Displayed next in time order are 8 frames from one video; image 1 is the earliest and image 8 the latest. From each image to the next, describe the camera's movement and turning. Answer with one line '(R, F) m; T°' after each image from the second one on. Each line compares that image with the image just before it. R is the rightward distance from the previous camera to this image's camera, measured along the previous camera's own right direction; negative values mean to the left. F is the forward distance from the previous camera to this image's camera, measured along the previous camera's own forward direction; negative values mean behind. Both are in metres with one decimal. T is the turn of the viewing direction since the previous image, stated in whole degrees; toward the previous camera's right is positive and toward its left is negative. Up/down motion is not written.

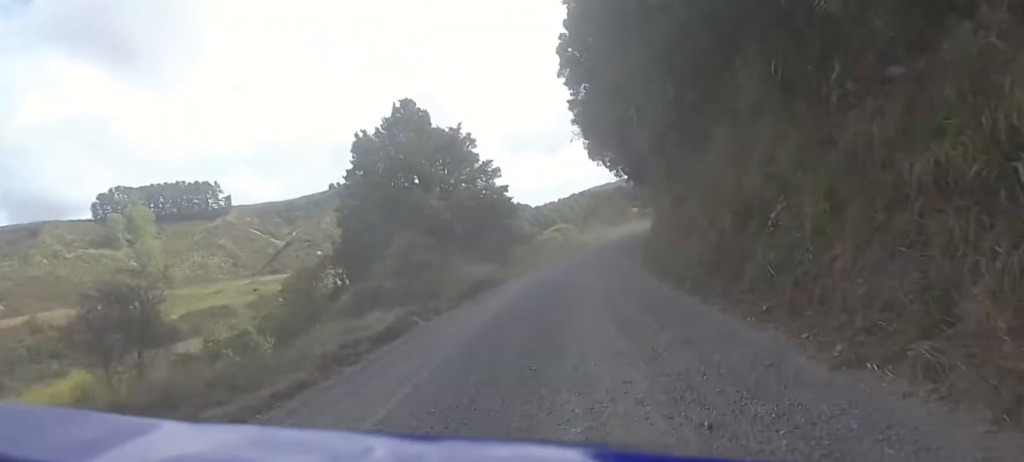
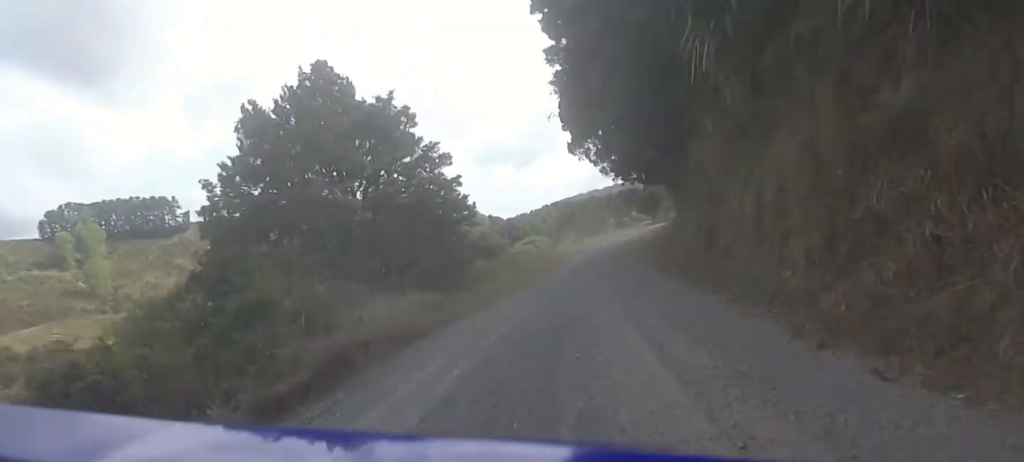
(+0.9, +10.6) m; +4°
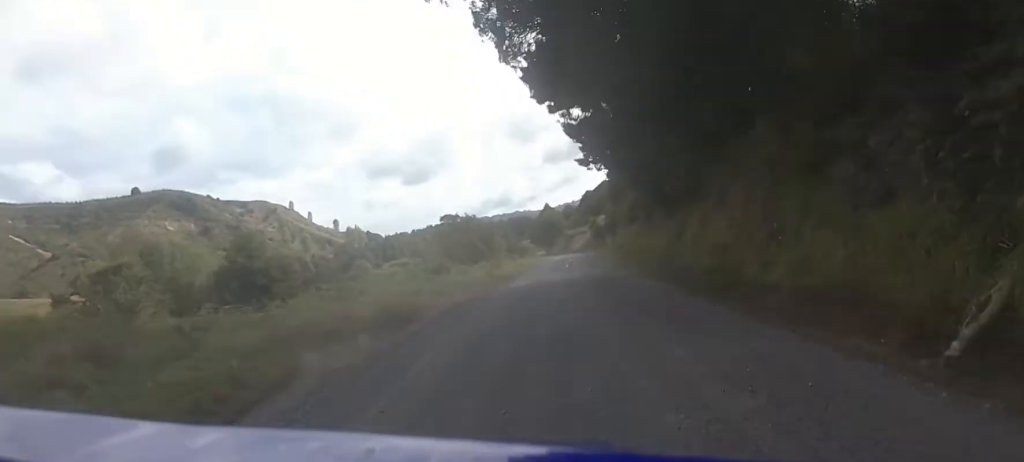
(+3.1, +32.9) m; +10°
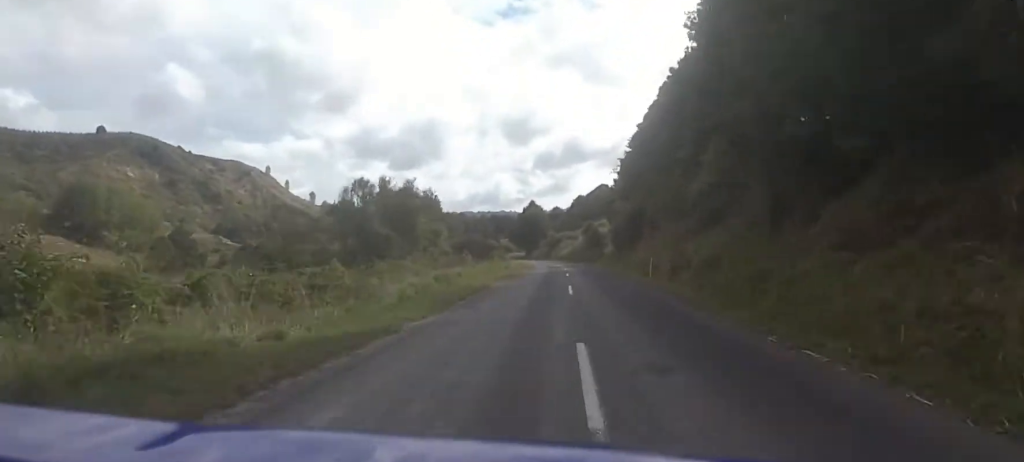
(+1.5, +26.9) m; +5°
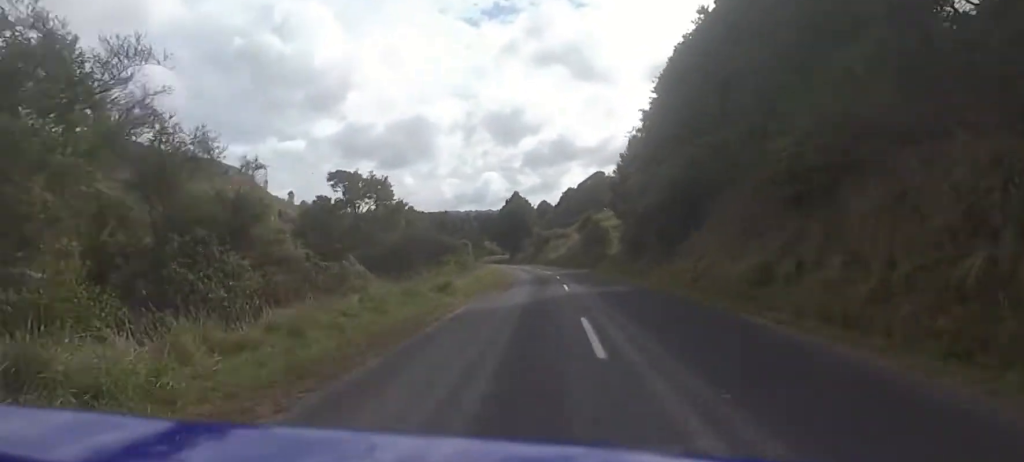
(+0.3, +19.4) m; 0°
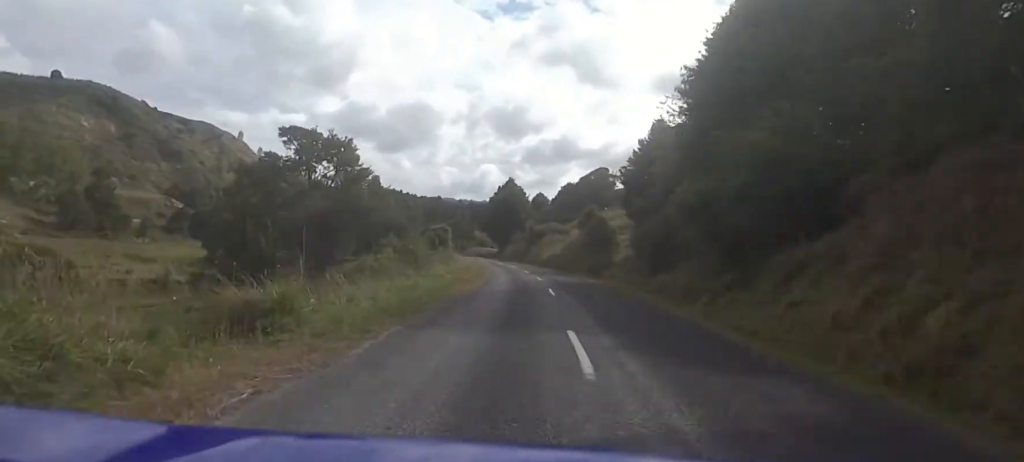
(+0.7, +11.3) m; -1°
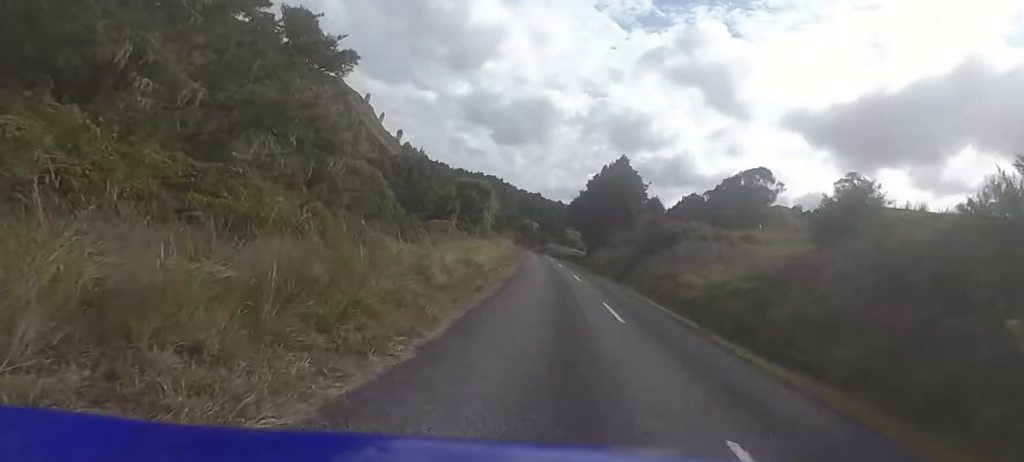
(-3.1, +34.2) m; -7°
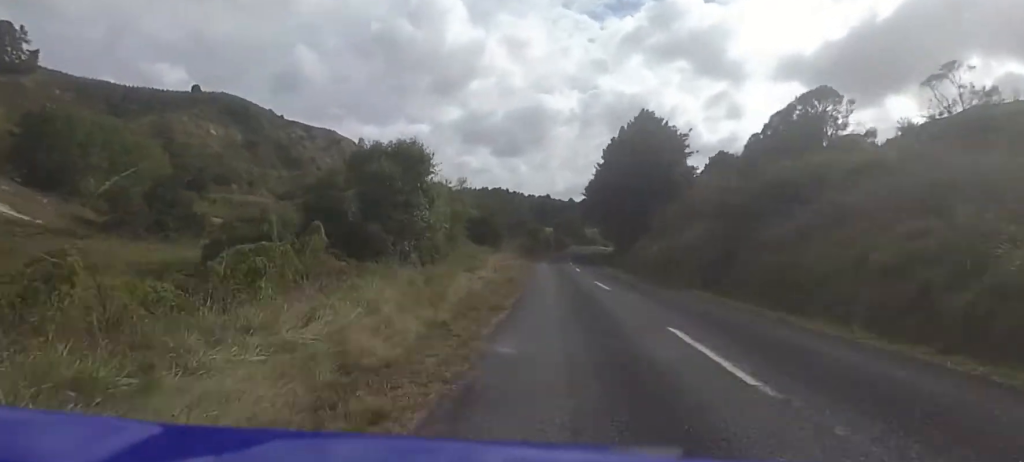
(-0.1, +16.3) m; 0°
